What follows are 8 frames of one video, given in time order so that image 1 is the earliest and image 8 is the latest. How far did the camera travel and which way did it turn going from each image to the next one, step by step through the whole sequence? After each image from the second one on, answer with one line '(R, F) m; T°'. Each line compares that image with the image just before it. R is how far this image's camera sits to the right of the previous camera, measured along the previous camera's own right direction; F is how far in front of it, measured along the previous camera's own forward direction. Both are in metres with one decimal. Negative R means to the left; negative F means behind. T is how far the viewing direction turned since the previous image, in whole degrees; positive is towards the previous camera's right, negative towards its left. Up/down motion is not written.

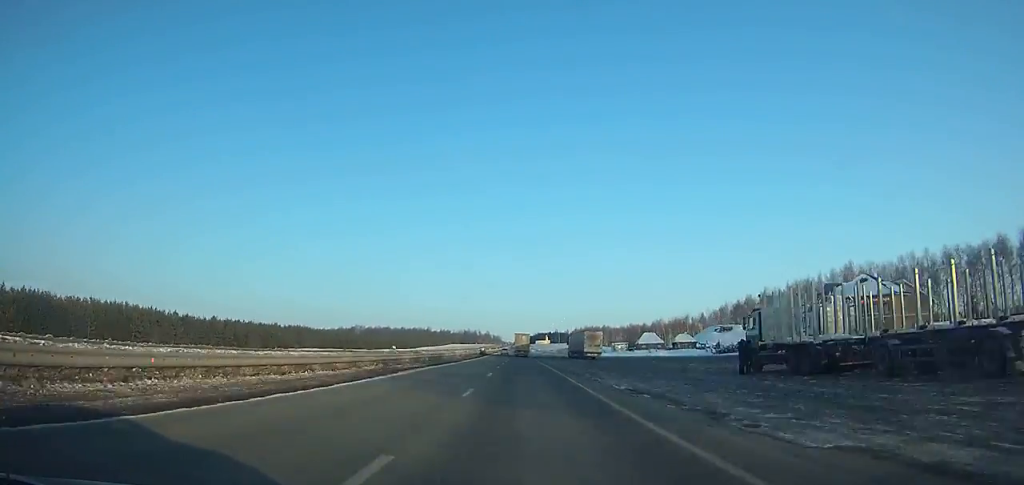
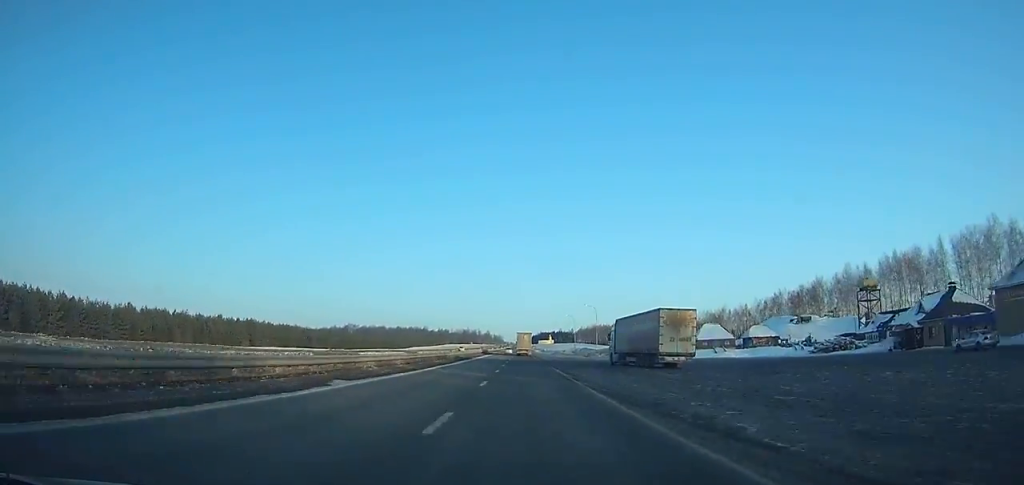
(0.0, +42.7) m; 0°
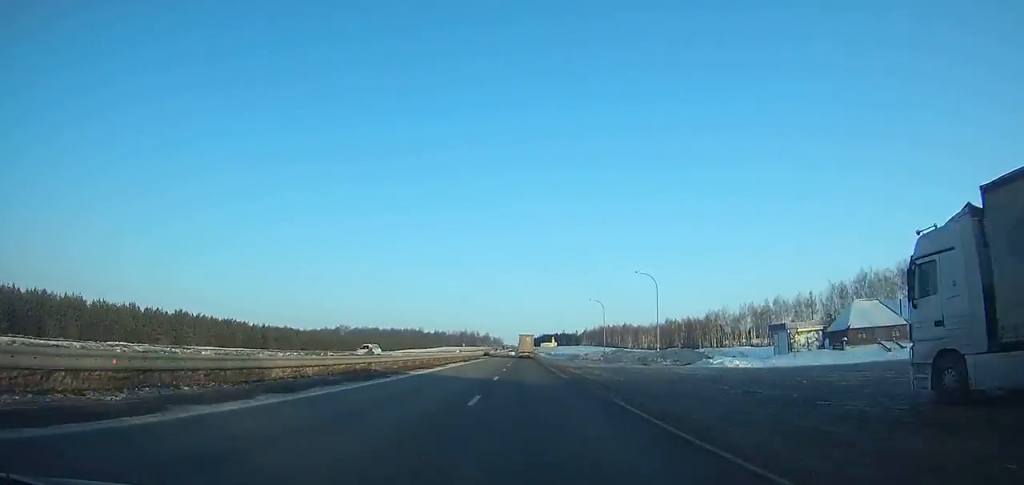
(-0.1, +42.9) m; 0°
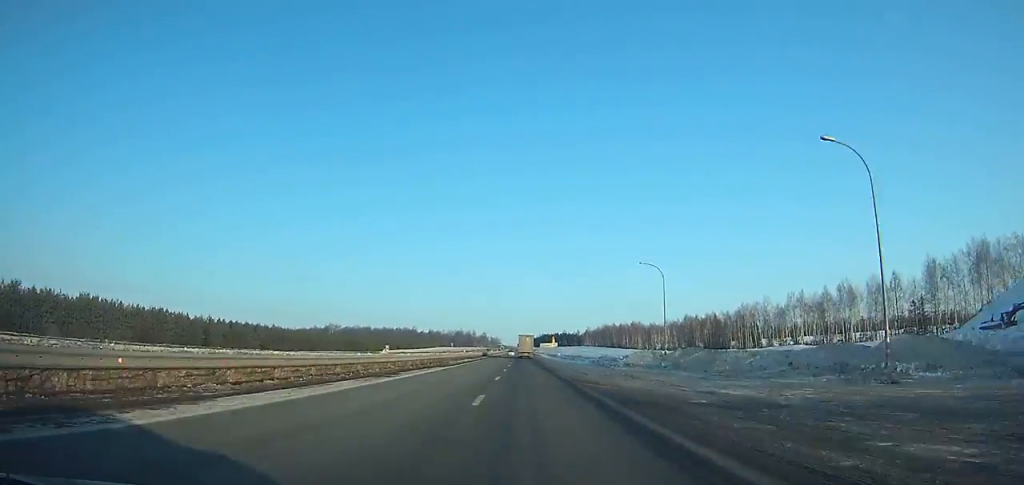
(+0.1, +35.9) m; 0°
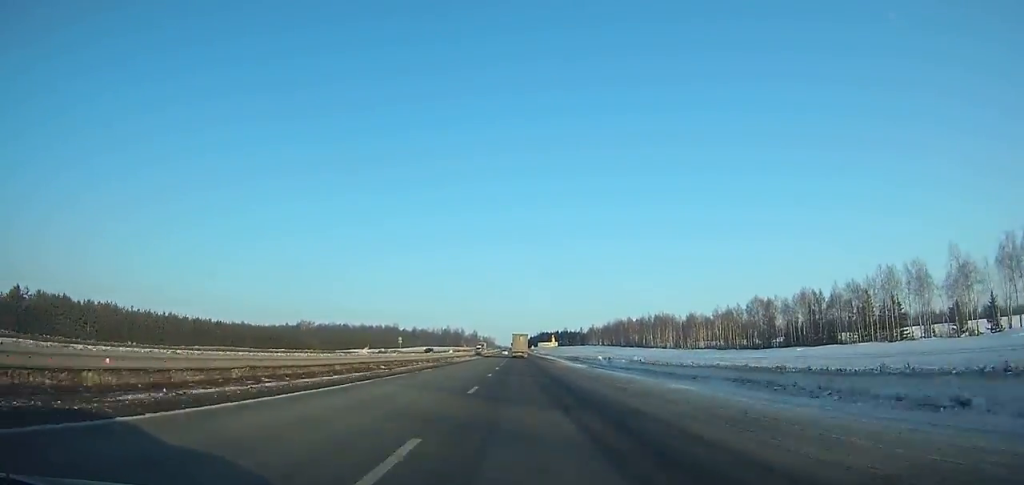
(+0.4, +79.4) m; 0°
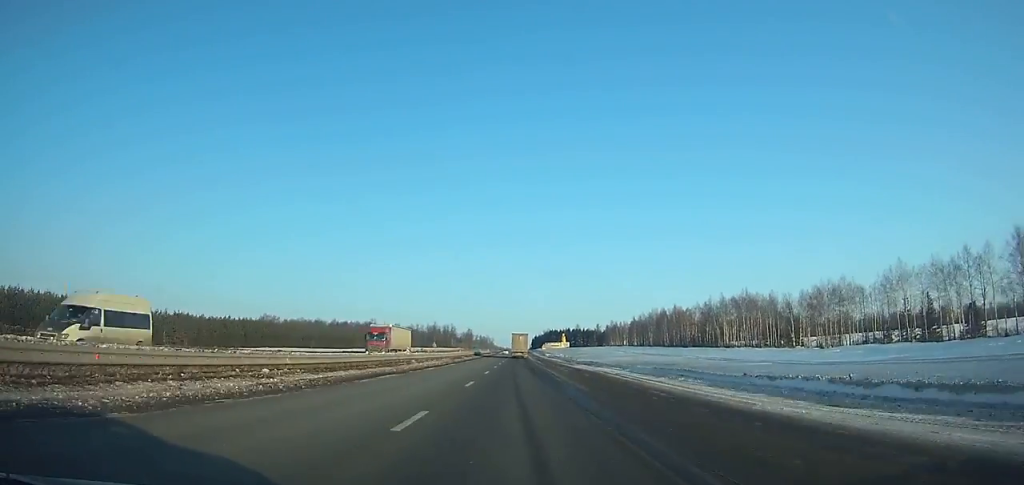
(-0.1, +104.1) m; 0°
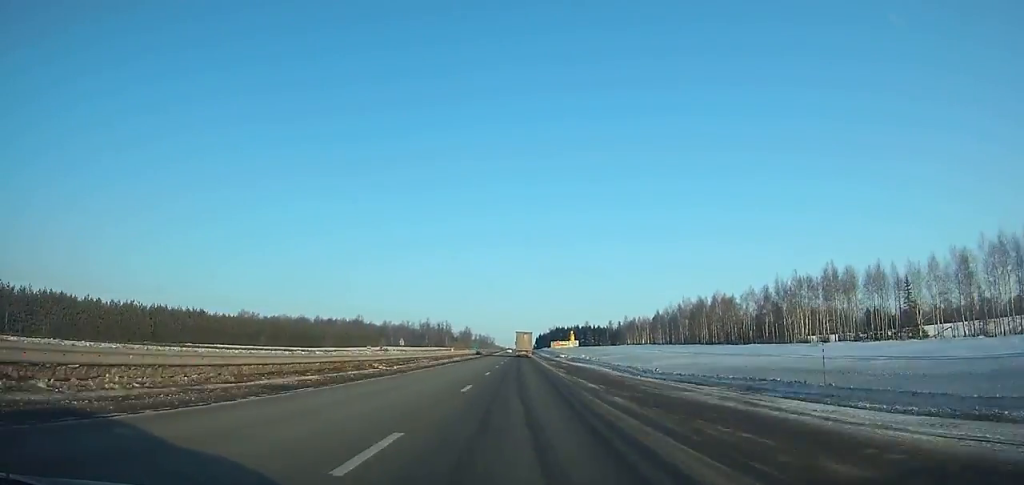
(-0.2, +51.2) m; 0°
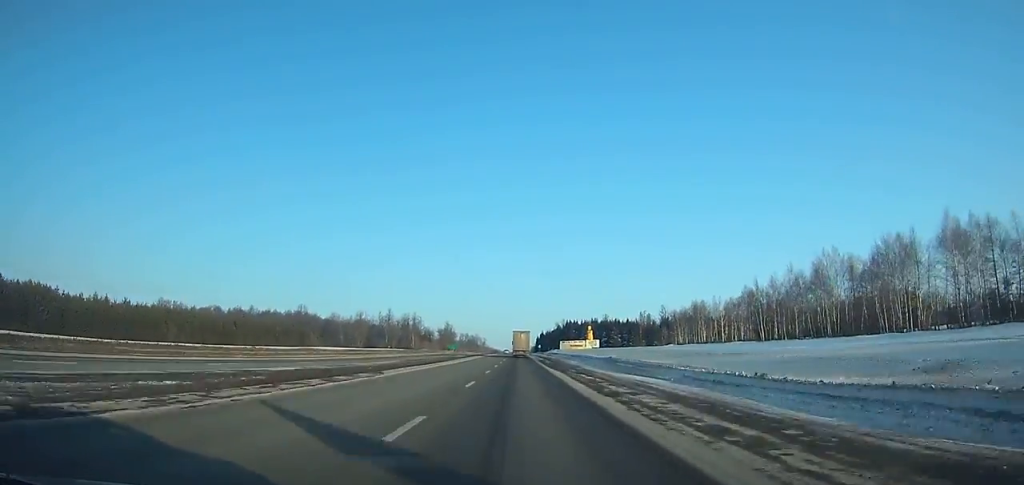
(+0.4, +117.5) m; 0°
